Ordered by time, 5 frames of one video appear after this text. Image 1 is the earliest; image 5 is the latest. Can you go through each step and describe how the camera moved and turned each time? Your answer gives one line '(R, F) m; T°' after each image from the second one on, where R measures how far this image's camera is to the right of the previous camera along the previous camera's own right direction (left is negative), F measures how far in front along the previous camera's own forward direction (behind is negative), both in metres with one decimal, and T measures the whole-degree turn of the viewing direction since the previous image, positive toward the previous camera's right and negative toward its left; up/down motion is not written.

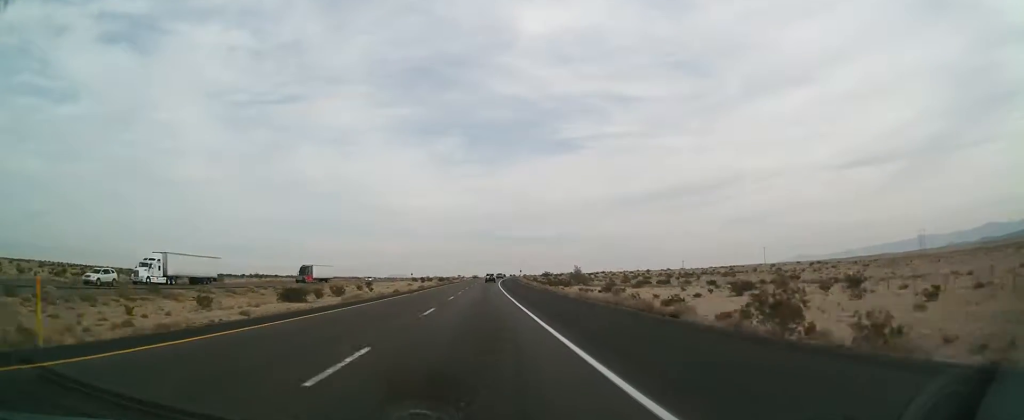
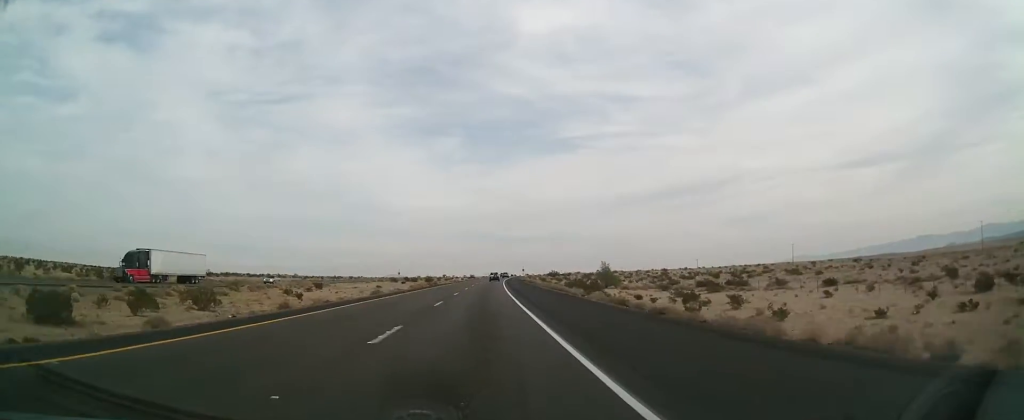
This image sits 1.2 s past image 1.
(+0.1, +39.2) m; 0°
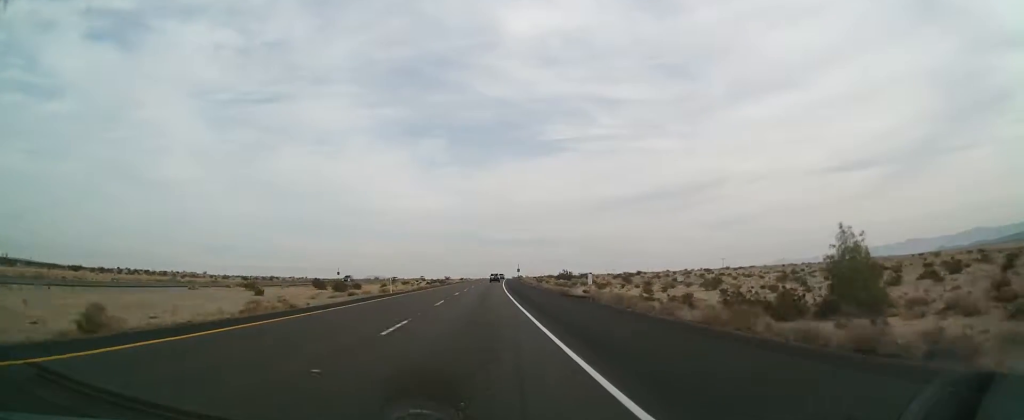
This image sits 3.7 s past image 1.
(+0.3, +85.6) m; +1°
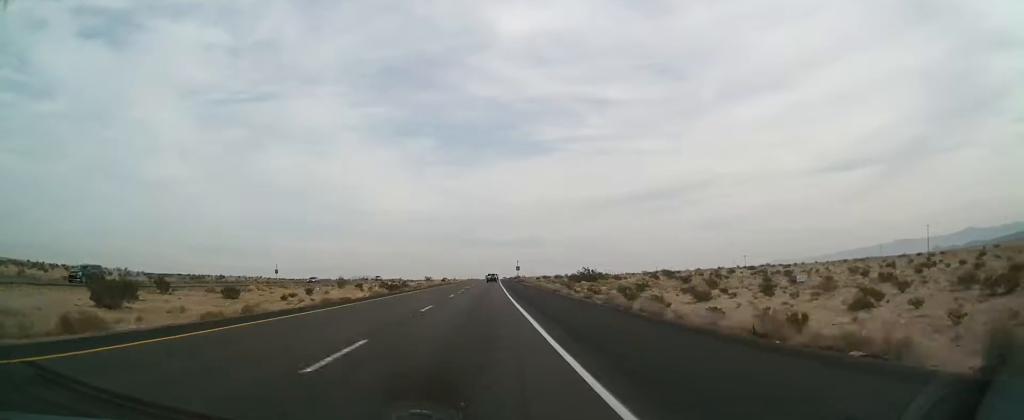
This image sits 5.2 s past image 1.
(+0.3, +49.5) m; +1°
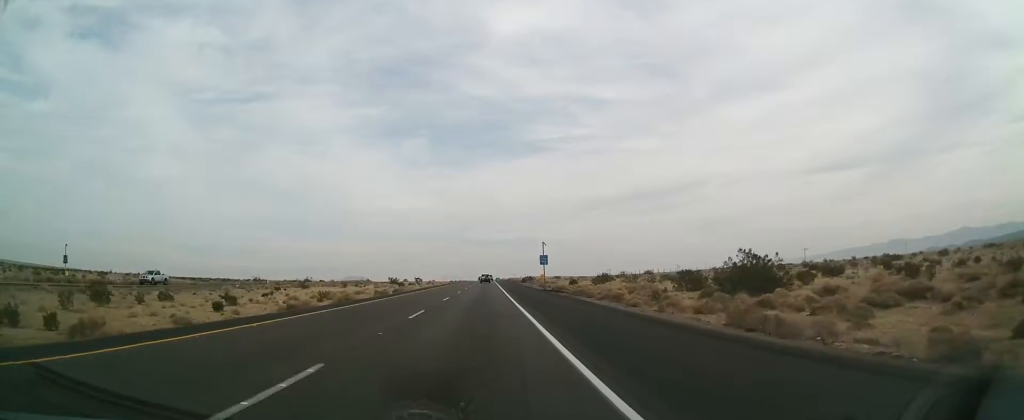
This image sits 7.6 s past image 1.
(+1.5, +76.2) m; +2°
